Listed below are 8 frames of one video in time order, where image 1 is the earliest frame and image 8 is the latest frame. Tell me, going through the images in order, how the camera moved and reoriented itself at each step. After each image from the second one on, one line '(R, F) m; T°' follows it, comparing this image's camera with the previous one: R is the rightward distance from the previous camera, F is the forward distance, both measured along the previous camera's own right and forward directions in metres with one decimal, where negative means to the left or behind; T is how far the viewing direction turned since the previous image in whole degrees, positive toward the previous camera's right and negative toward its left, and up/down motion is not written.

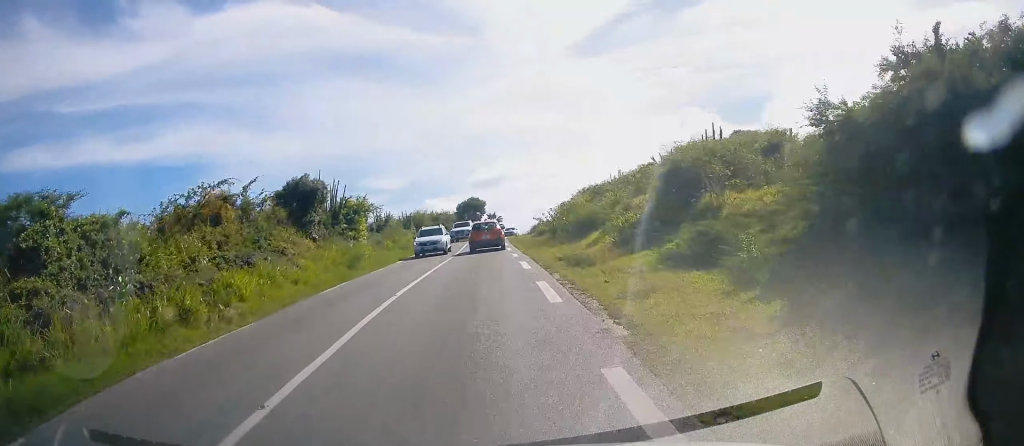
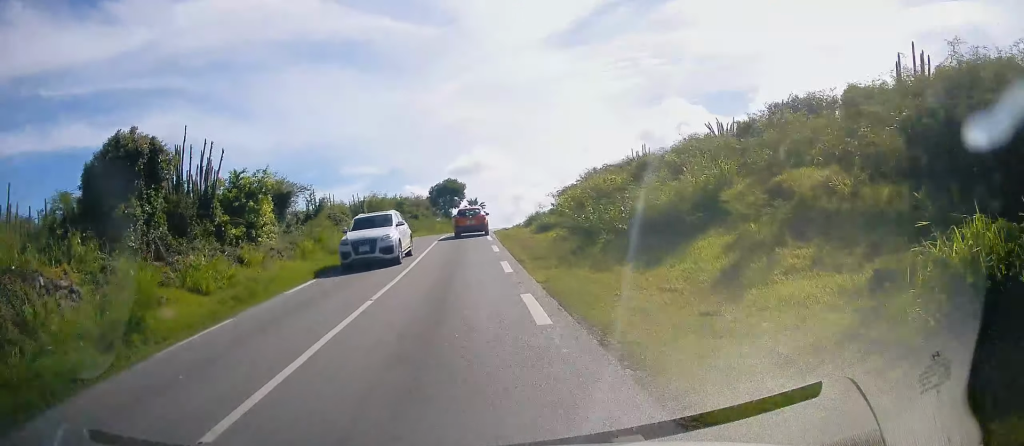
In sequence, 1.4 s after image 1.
(+0.5, +14.9) m; +2°
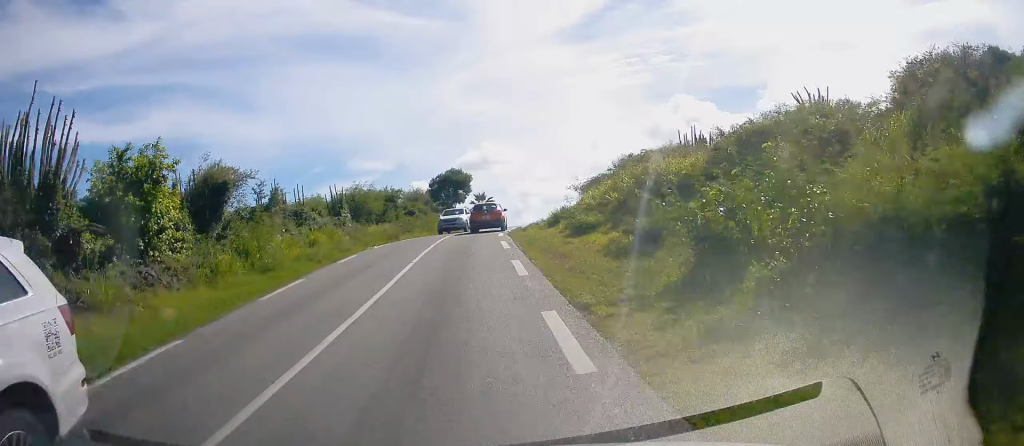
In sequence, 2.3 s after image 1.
(+0.1, +8.8) m; -1°
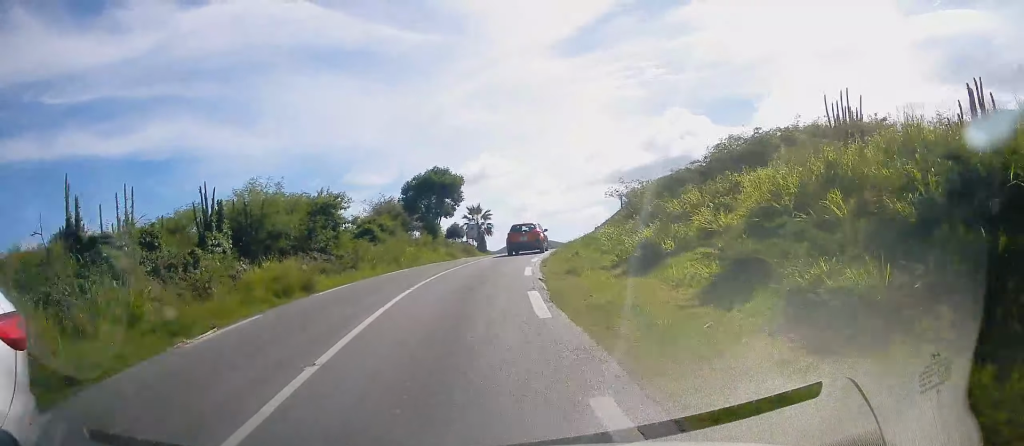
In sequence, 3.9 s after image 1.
(-0.6, +16.2) m; +3°
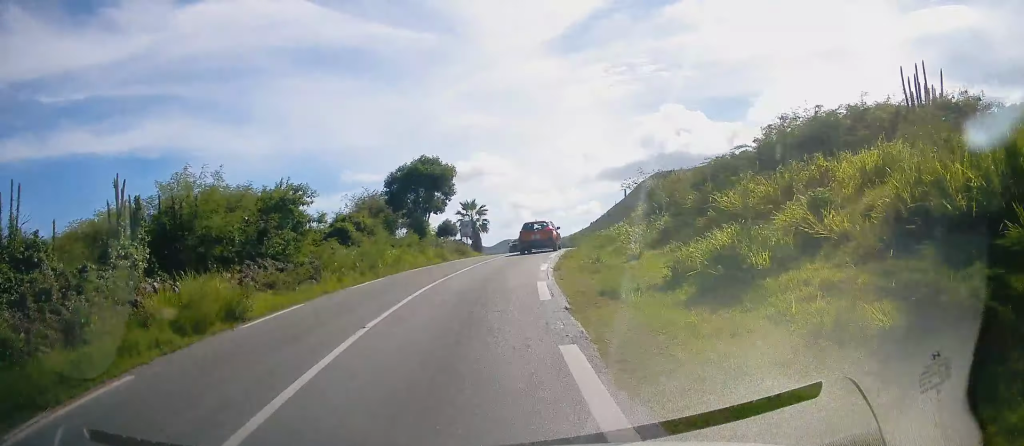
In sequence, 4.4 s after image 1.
(+0.5, +4.5) m; +4°
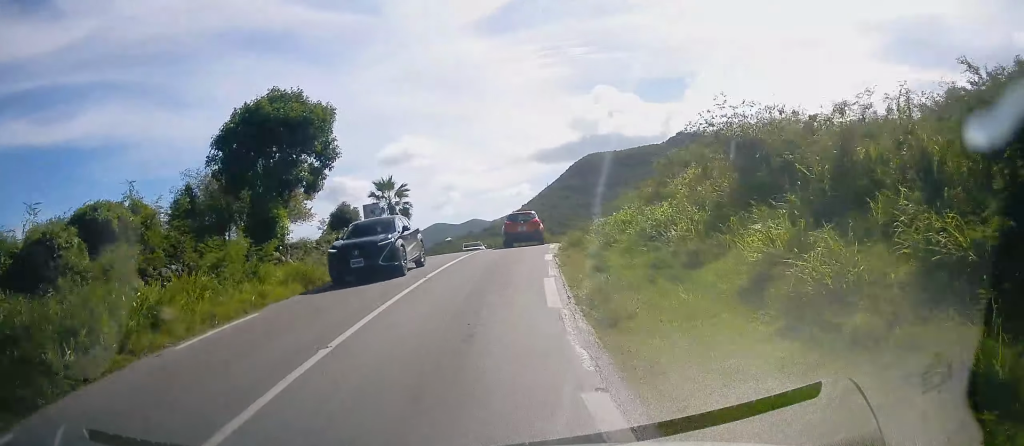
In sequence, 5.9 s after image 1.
(+0.8, +14.7) m; +3°
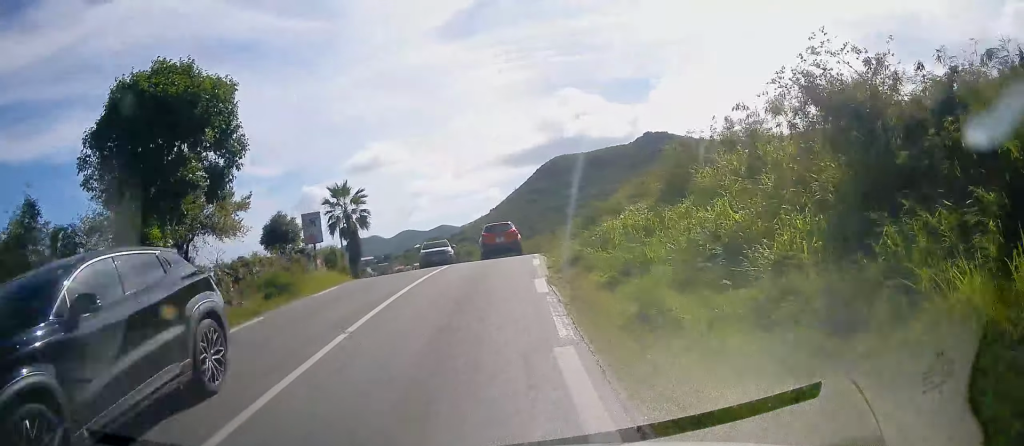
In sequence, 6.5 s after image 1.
(0.0, +5.4) m; 0°
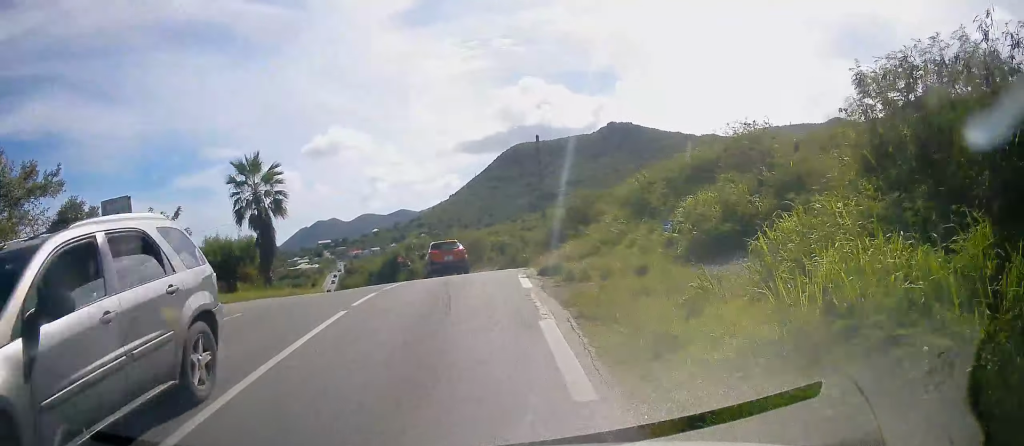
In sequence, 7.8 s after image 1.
(0.0, +11.9) m; 0°
